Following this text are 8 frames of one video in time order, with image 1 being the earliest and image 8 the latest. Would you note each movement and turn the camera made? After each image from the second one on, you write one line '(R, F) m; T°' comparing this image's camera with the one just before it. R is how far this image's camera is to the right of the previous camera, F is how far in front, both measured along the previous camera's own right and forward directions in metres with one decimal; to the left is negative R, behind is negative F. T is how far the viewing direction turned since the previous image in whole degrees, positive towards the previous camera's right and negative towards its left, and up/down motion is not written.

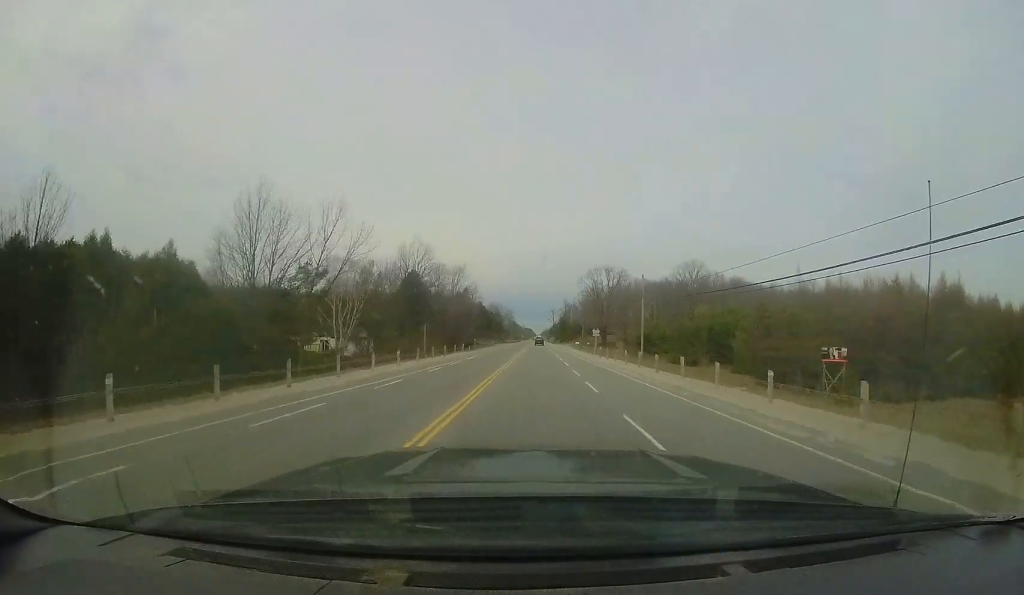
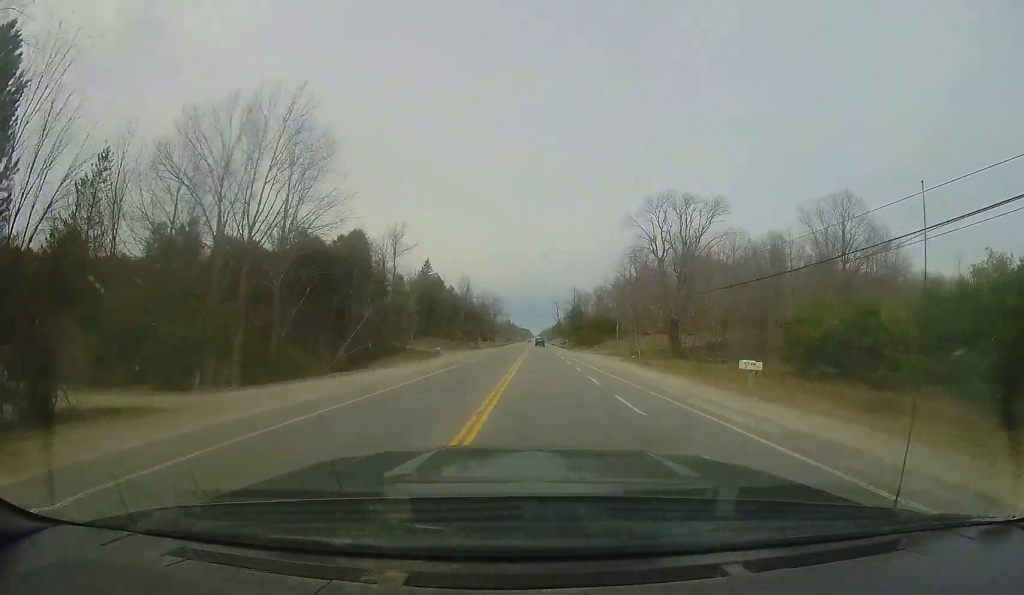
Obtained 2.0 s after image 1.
(+0.2, +52.5) m; +1°
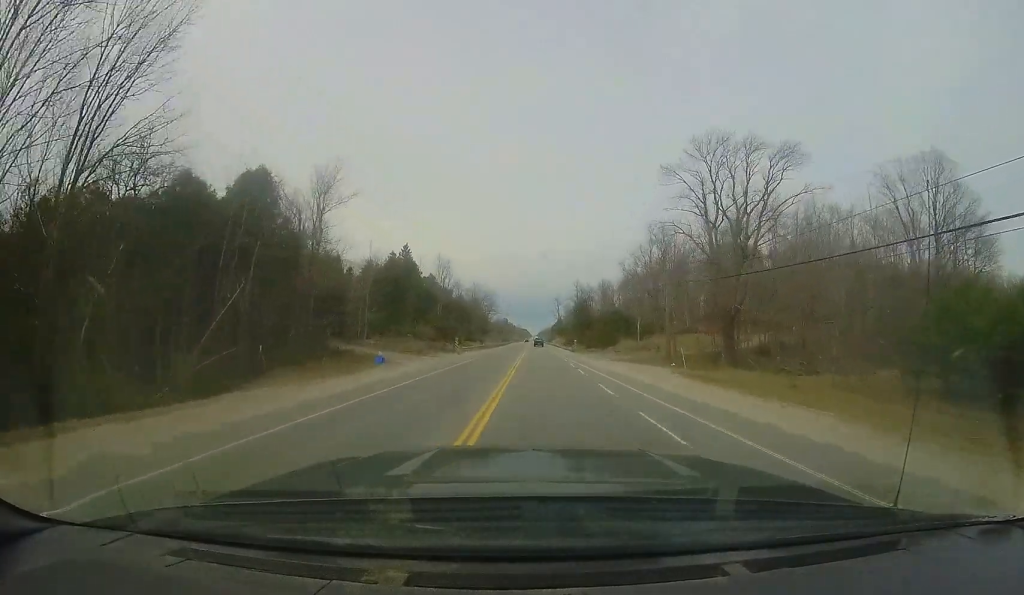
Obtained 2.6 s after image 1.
(+0.1, +15.0) m; 0°
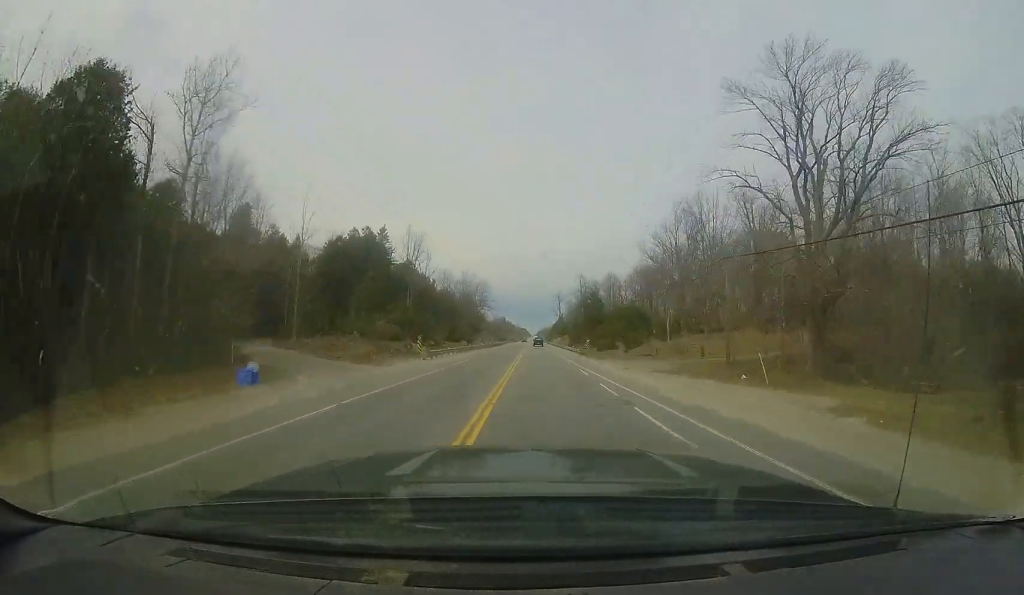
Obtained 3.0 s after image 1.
(+0.2, +12.3) m; 0°
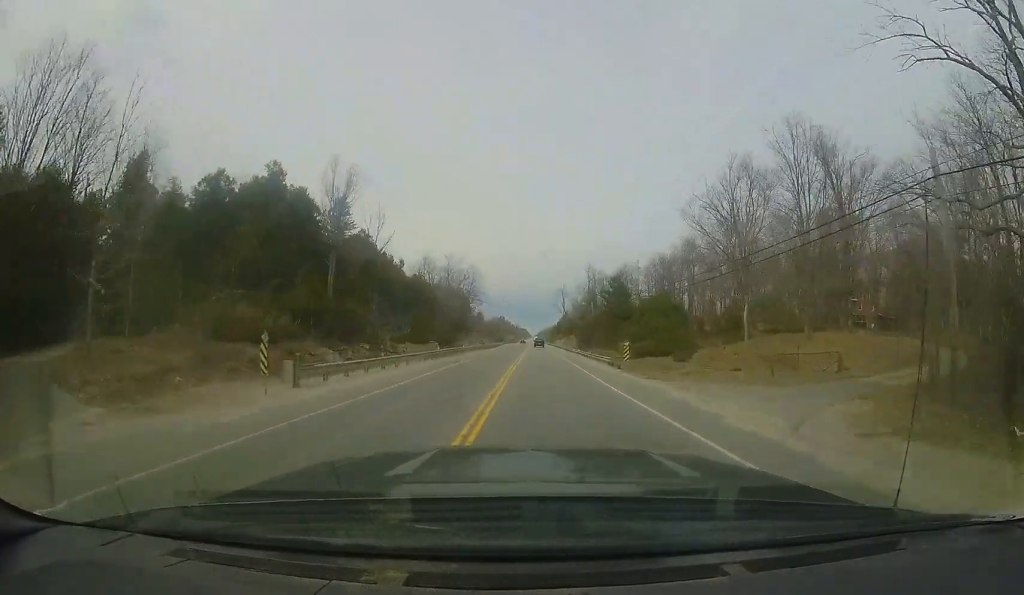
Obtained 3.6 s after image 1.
(-0.2, +15.9) m; 0°
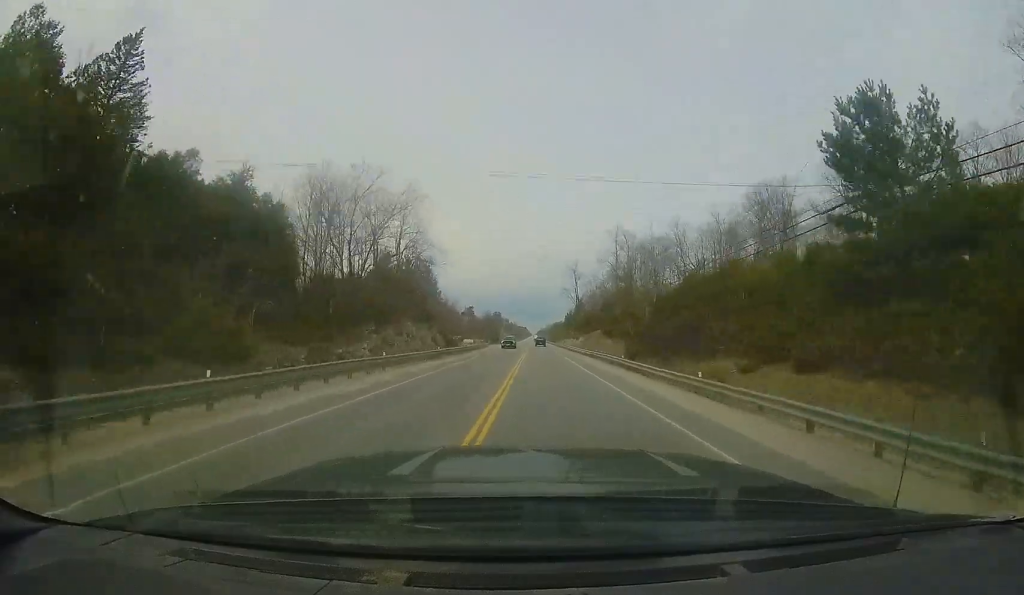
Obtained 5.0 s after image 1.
(+0.3, +35.2) m; +1°
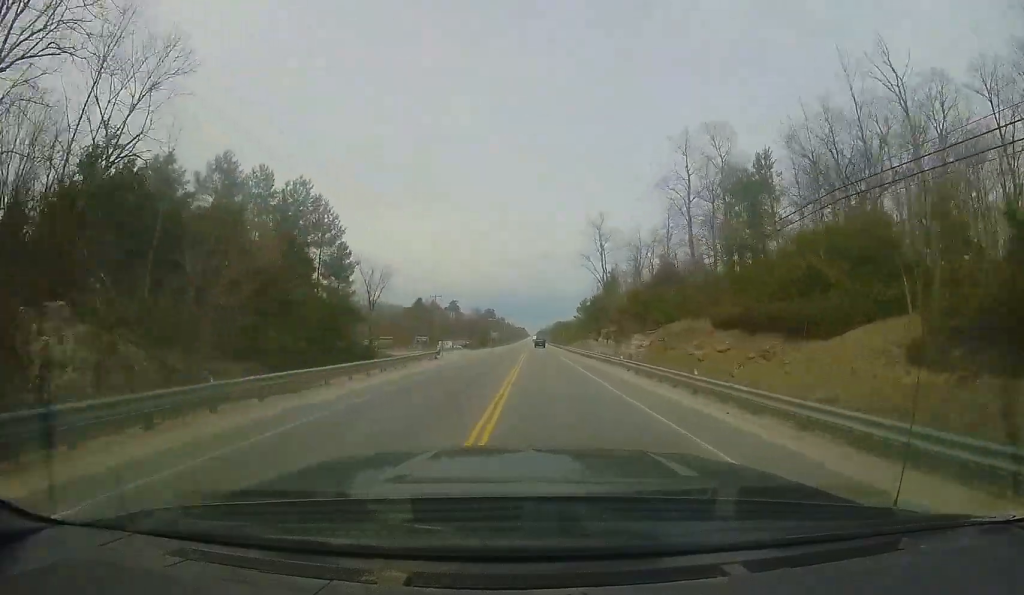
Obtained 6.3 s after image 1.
(0.0, +34.6) m; 0°
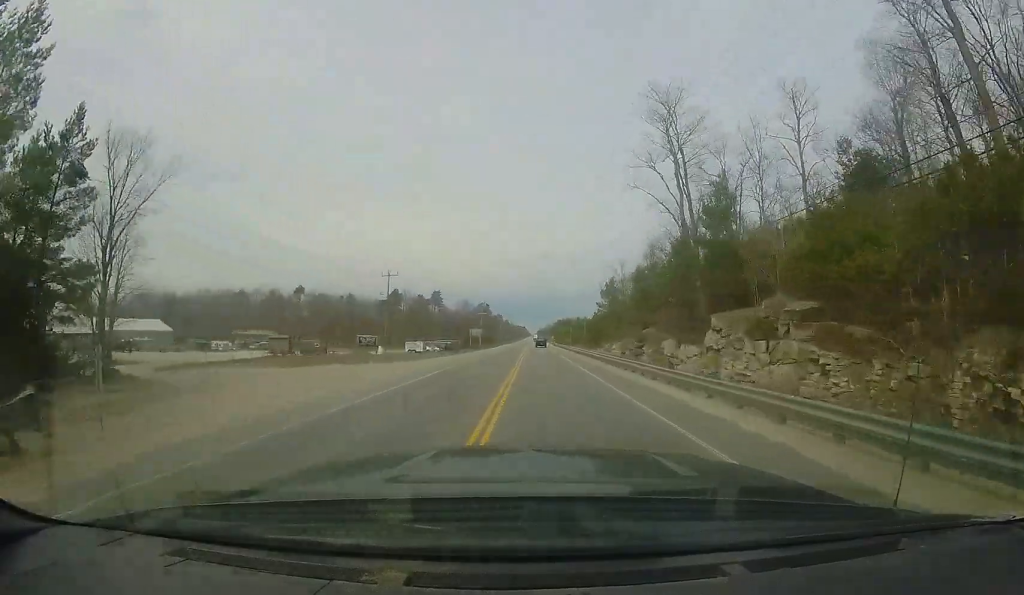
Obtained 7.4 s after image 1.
(0.0, +28.1) m; 0°
